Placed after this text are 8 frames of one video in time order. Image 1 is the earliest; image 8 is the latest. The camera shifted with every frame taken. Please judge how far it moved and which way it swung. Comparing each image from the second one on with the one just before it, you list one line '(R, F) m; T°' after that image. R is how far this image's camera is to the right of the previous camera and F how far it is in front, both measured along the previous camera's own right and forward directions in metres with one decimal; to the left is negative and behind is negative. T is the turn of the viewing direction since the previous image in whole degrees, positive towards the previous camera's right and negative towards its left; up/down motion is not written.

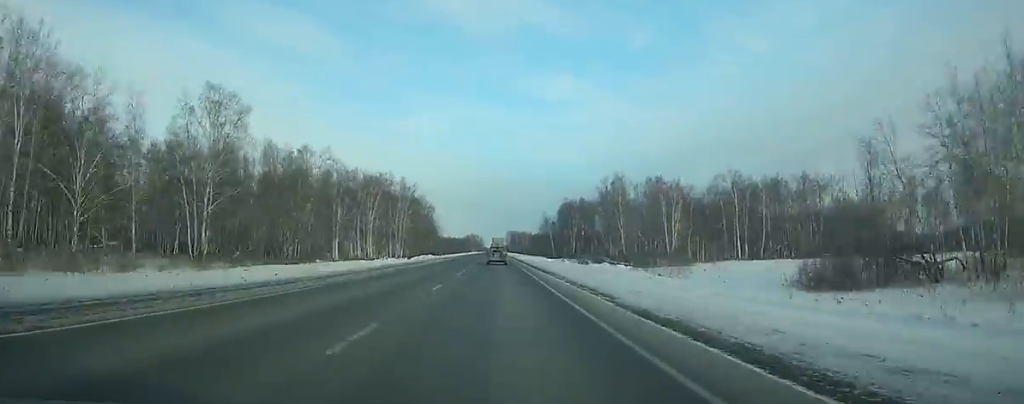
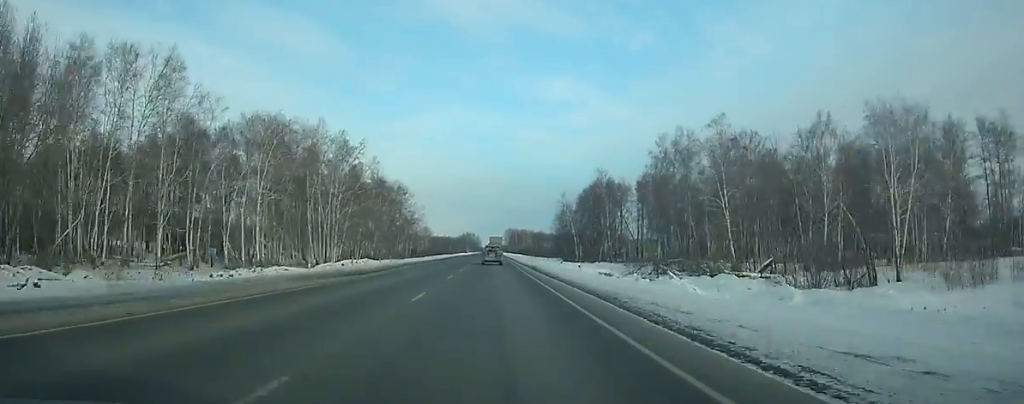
(+0.1, +62.8) m; 0°
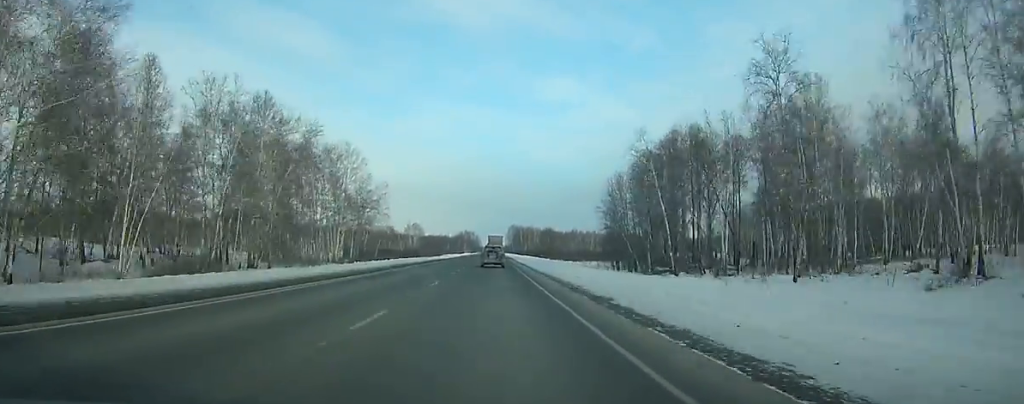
(+0.1, +75.5) m; 0°
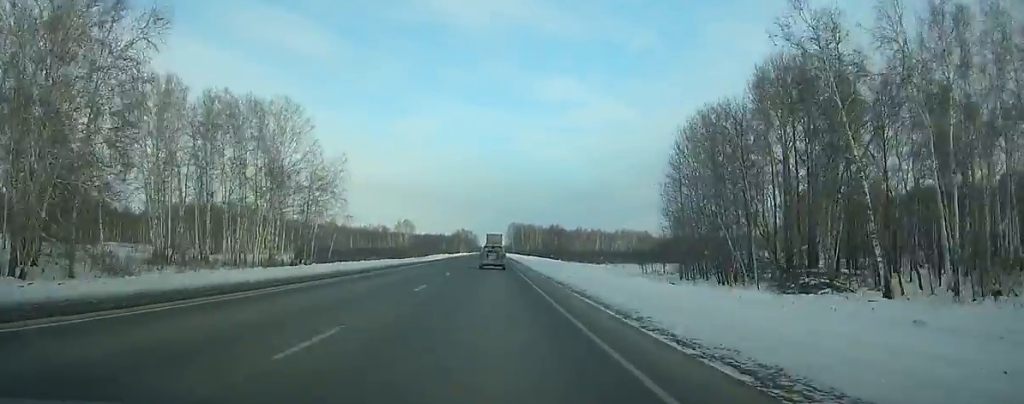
(0.0, +37.7) m; 0°
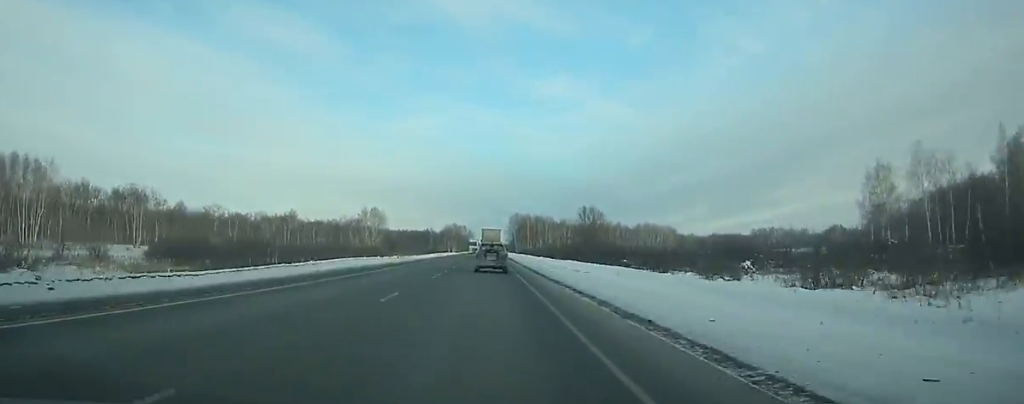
(0.0, +100.1) m; 0°
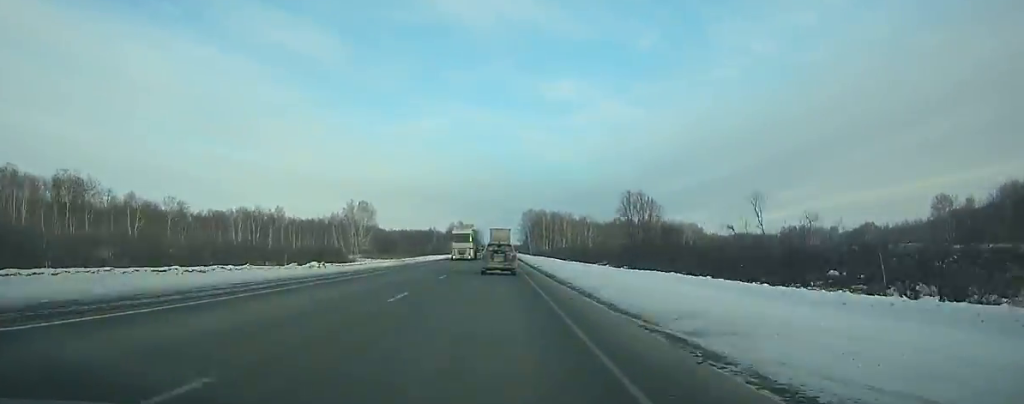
(0.0, +47.8) m; 0°
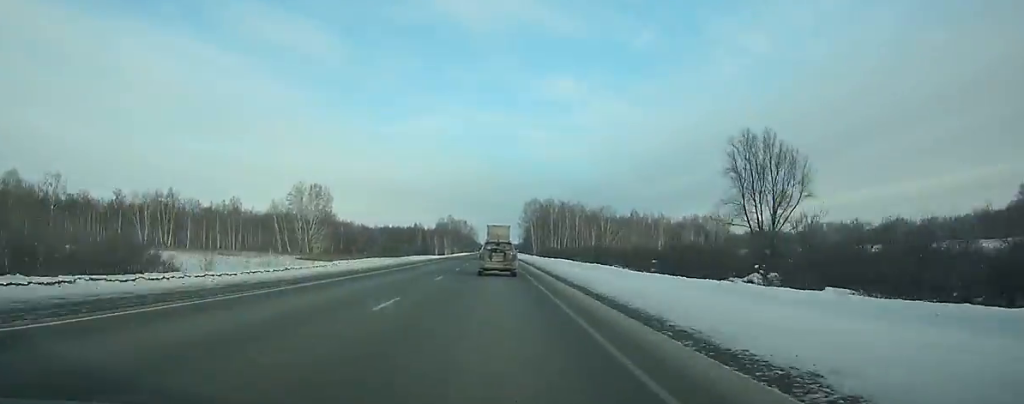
(-0.2, +60.4) m; 0°
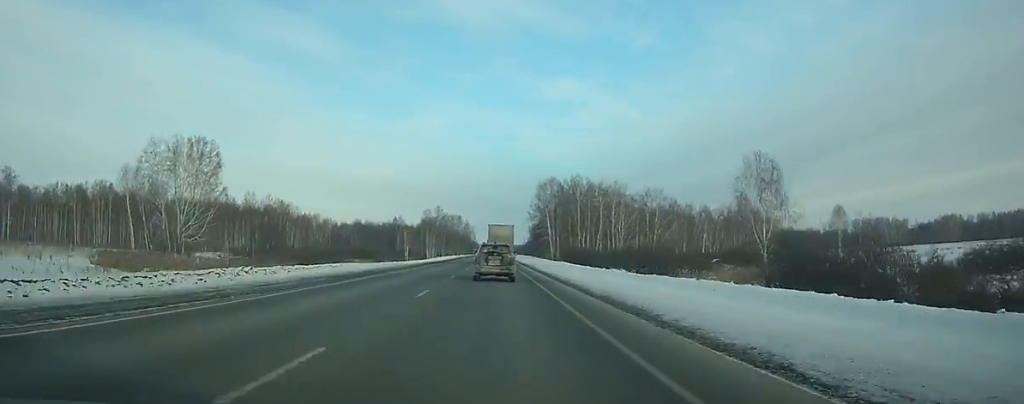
(-0.1, +78.9) m; 0°
